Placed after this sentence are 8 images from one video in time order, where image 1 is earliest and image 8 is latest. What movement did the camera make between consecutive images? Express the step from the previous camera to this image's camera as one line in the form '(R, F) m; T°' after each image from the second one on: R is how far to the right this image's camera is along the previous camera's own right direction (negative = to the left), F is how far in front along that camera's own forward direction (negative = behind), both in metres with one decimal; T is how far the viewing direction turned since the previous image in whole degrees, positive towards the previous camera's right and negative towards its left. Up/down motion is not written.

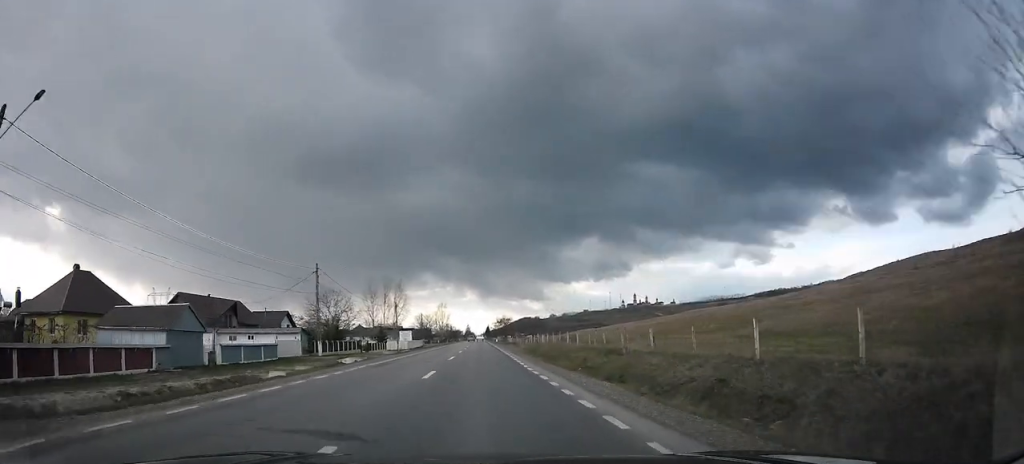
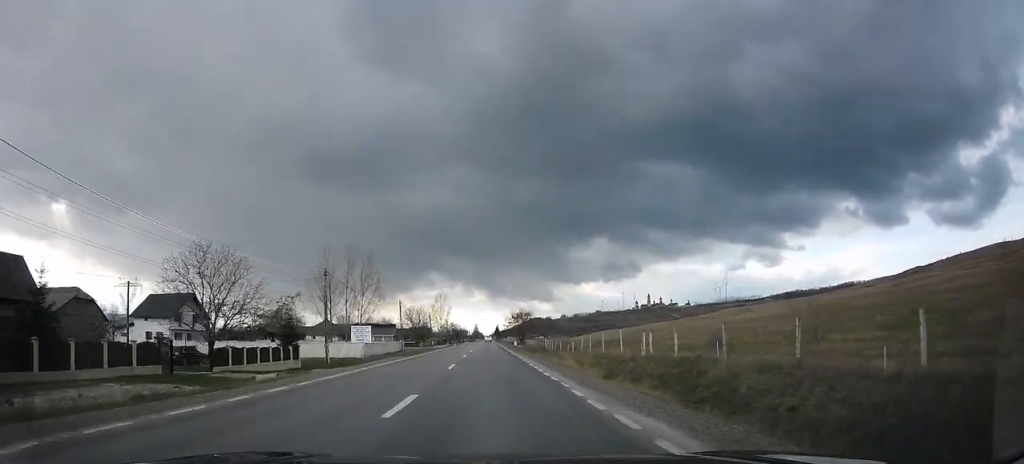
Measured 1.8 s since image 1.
(-0.3, +42.5) m; -2°
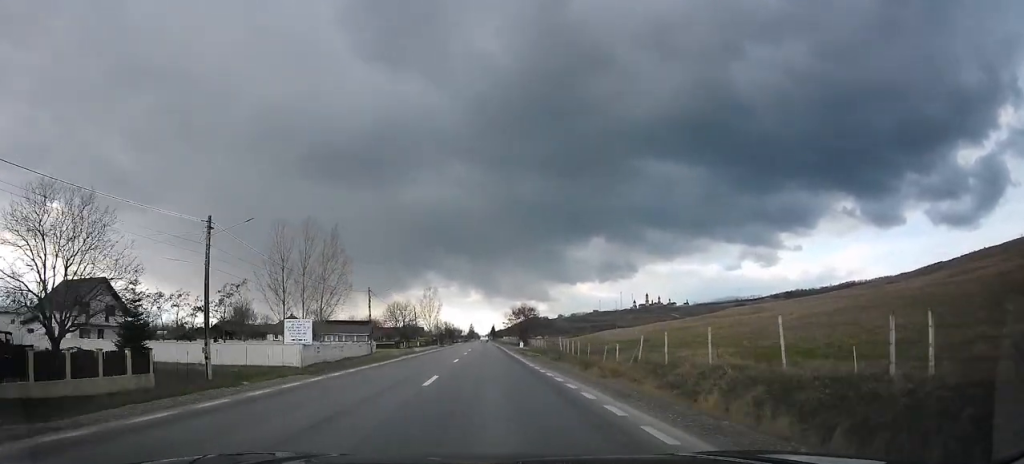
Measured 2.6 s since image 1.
(-0.5, +19.2) m; -1°
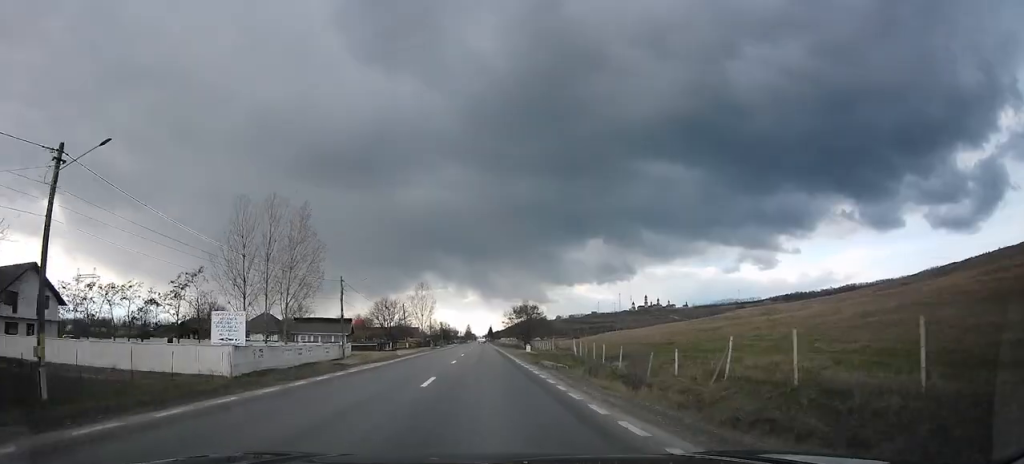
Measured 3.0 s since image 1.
(-0.1, +11.2) m; 0°
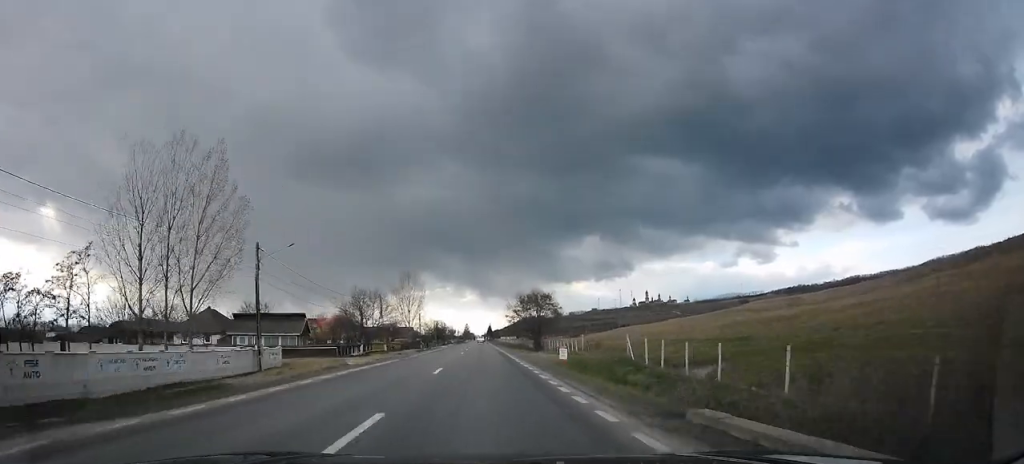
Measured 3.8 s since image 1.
(0.0, +19.3) m; 0°
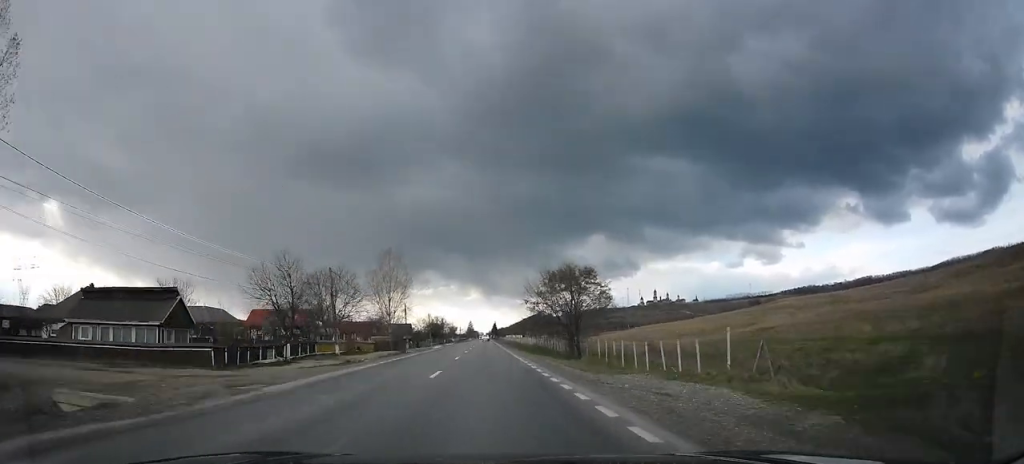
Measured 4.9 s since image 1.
(+0.2, +25.7) m; 0°
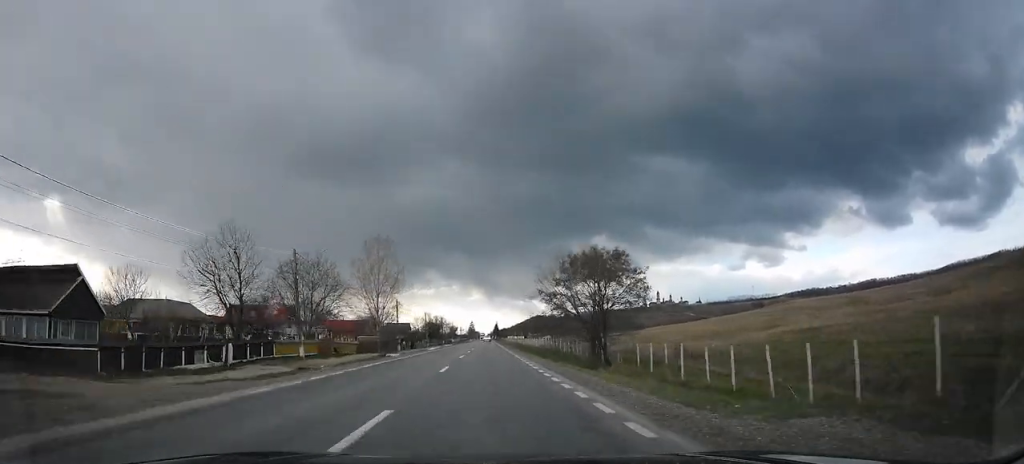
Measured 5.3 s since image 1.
(-0.2, +9.8) m; 0°
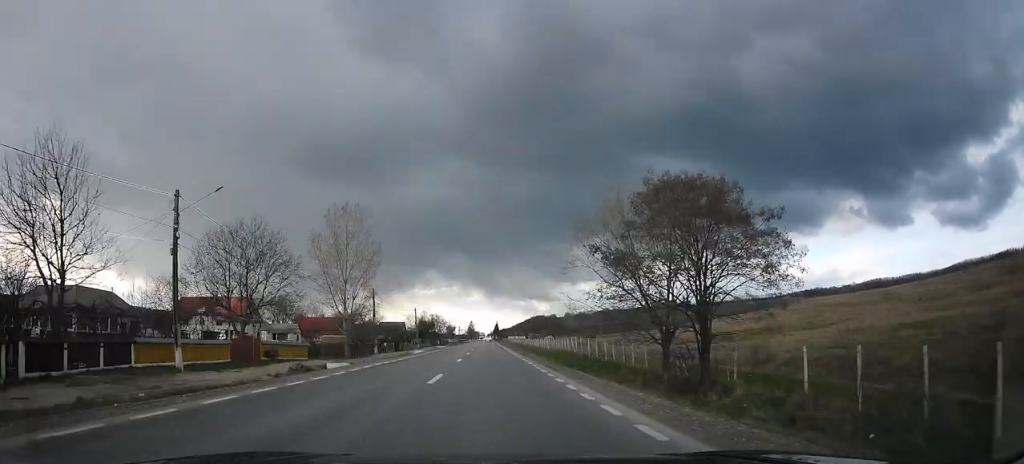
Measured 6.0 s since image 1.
(-0.2, +16.4) m; 0°
